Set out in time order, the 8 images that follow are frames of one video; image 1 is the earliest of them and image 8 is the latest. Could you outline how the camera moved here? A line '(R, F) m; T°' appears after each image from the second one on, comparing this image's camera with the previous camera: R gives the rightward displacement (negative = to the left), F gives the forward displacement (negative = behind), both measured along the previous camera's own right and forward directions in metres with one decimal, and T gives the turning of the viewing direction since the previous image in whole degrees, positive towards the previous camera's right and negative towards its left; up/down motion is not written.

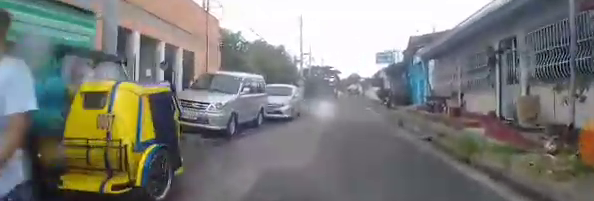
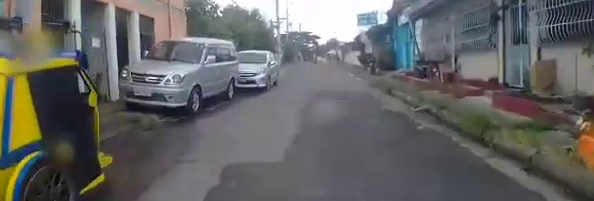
(+0.2, +1.8) m; -3°
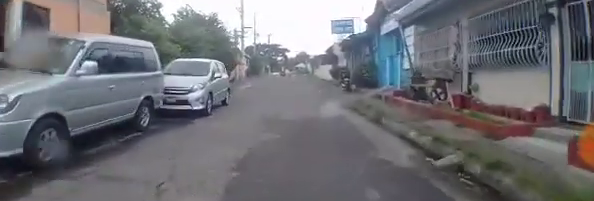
(-0.6, +3.6) m; -1°
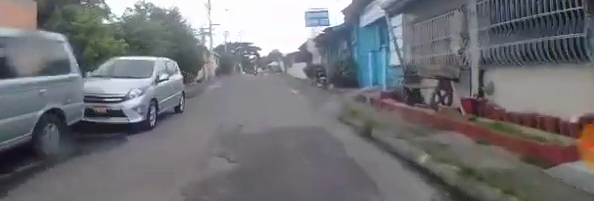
(+0.3, +1.7) m; +4°
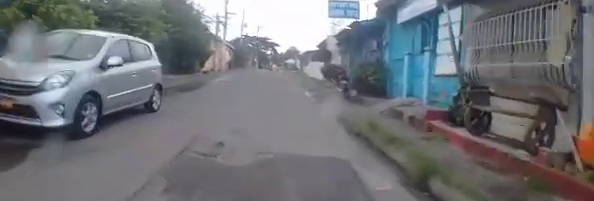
(+0.1, +2.1) m; -1°
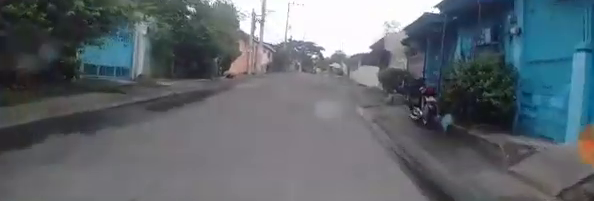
(-0.4, +4.4) m; -5°
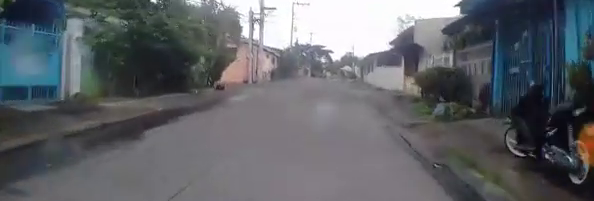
(0.0, +3.3) m; -2°
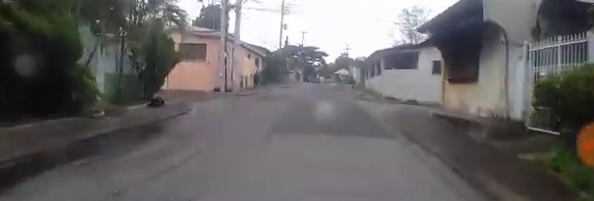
(-0.3, +5.8) m; 0°
